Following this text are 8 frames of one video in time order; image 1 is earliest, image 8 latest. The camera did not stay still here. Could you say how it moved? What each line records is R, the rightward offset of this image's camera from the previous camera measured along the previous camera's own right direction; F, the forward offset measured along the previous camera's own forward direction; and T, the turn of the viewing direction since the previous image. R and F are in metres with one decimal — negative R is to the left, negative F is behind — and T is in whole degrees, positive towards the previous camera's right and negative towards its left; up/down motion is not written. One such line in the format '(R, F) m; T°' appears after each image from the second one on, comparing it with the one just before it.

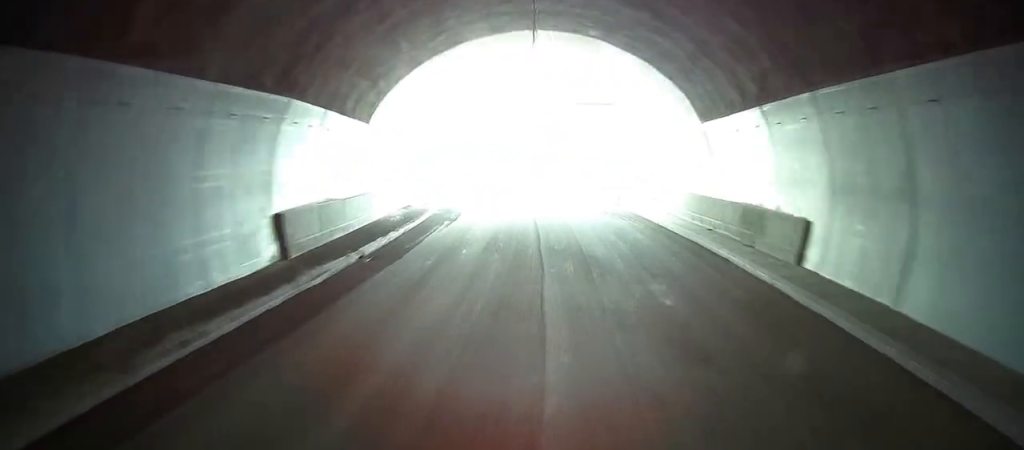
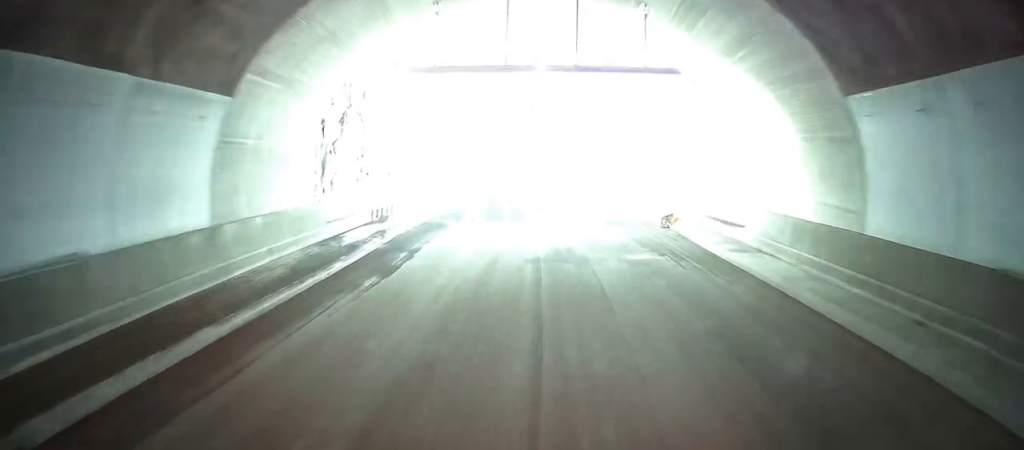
(0.0, +12.9) m; 0°
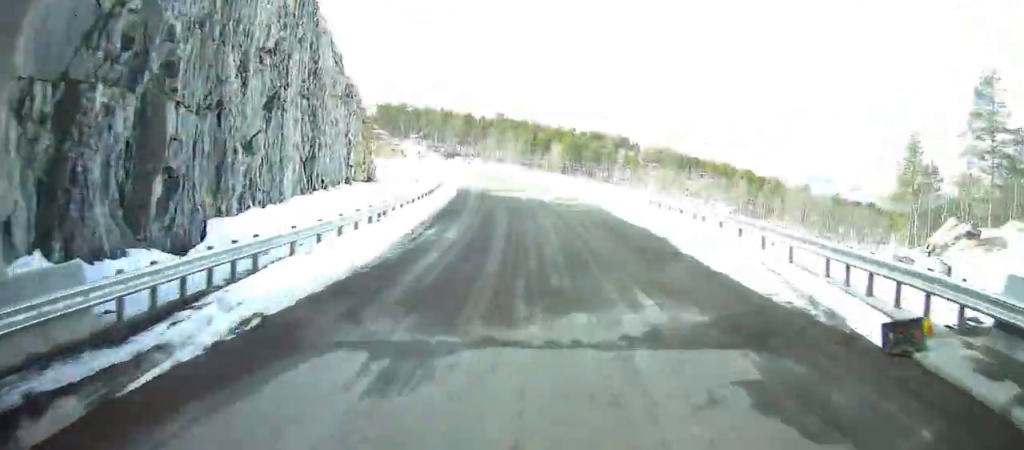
(0.0, +16.3) m; 0°
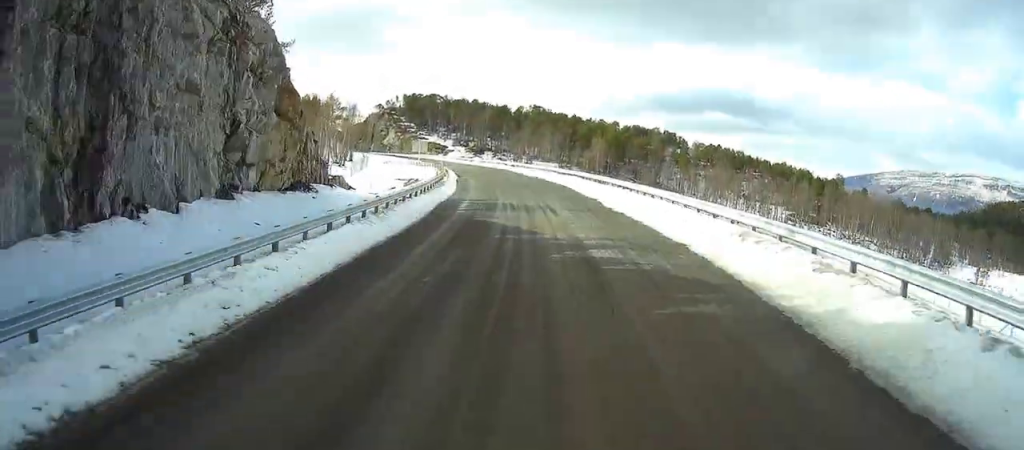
(0.0, +23.1) m; 0°
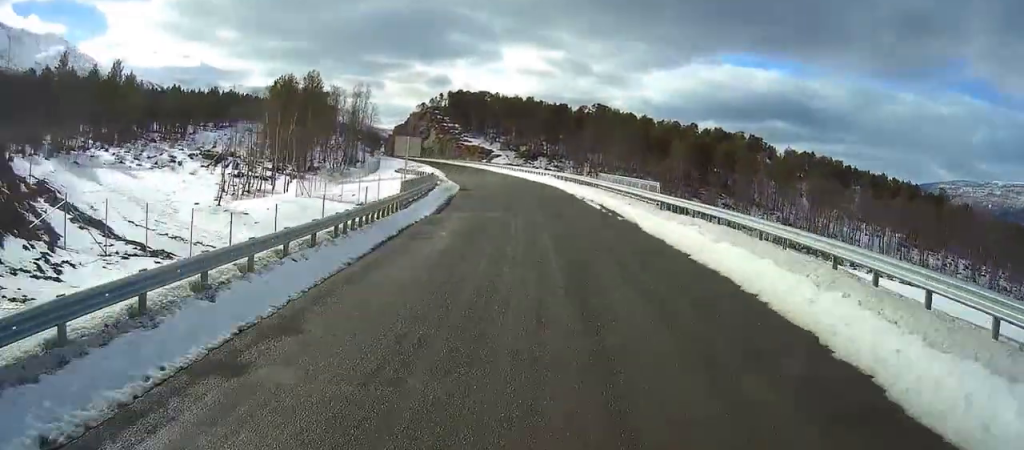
(0.0, +40.0) m; -1°
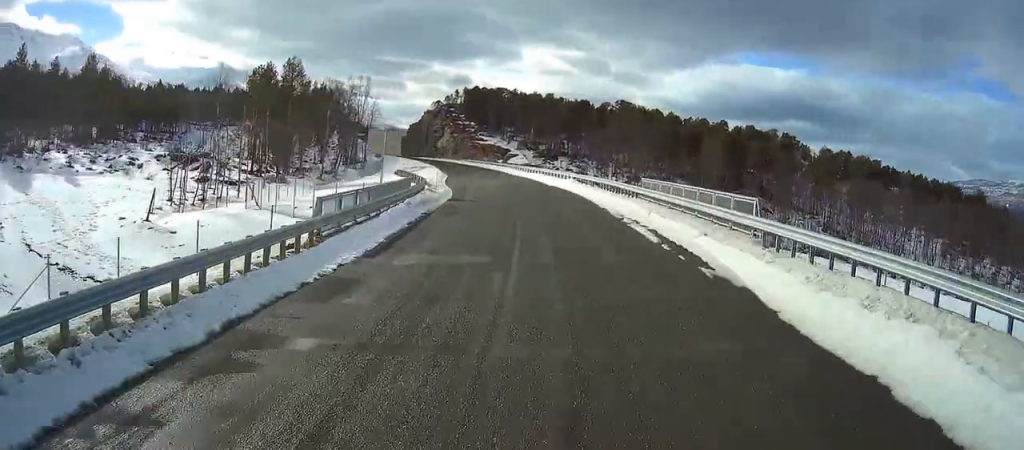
(-0.1, +13.9) m; -6°
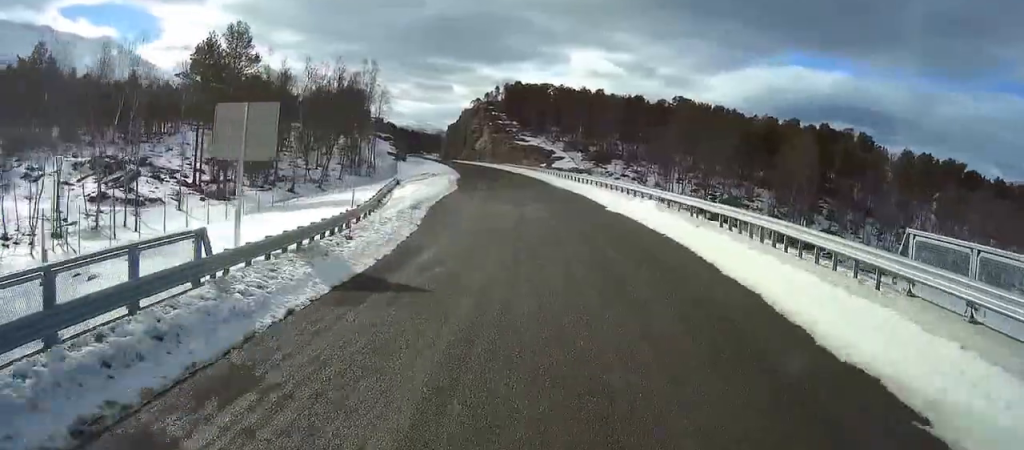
(-3.1, +25.0) m; -12°
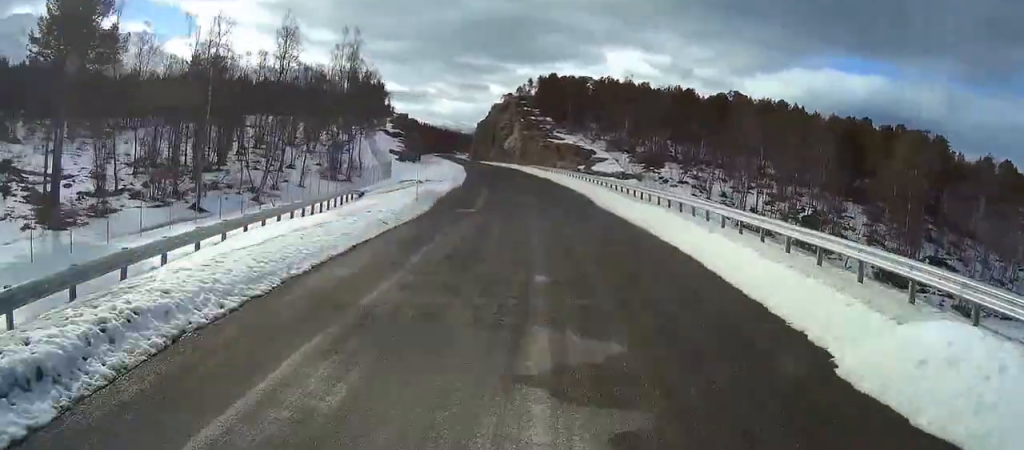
(-1.2, +25.4) m; -5°
